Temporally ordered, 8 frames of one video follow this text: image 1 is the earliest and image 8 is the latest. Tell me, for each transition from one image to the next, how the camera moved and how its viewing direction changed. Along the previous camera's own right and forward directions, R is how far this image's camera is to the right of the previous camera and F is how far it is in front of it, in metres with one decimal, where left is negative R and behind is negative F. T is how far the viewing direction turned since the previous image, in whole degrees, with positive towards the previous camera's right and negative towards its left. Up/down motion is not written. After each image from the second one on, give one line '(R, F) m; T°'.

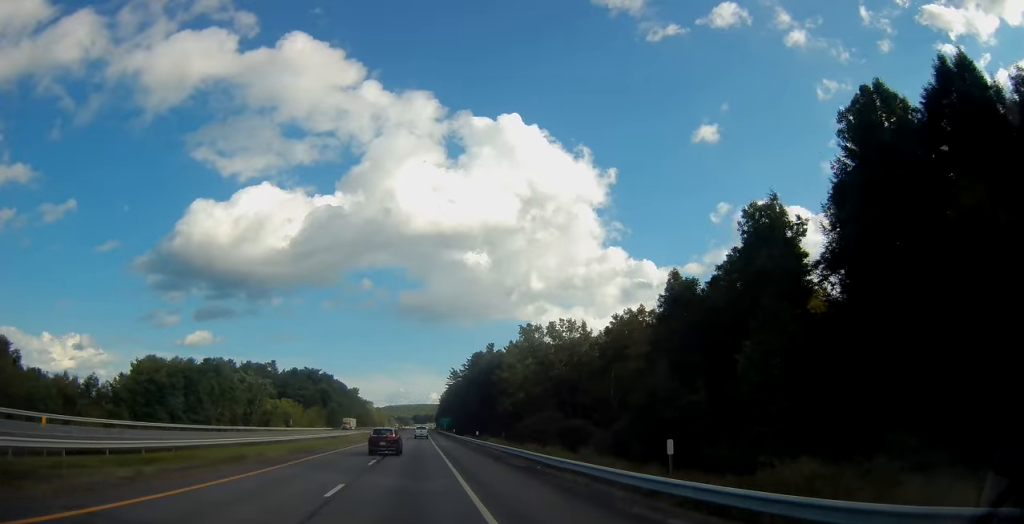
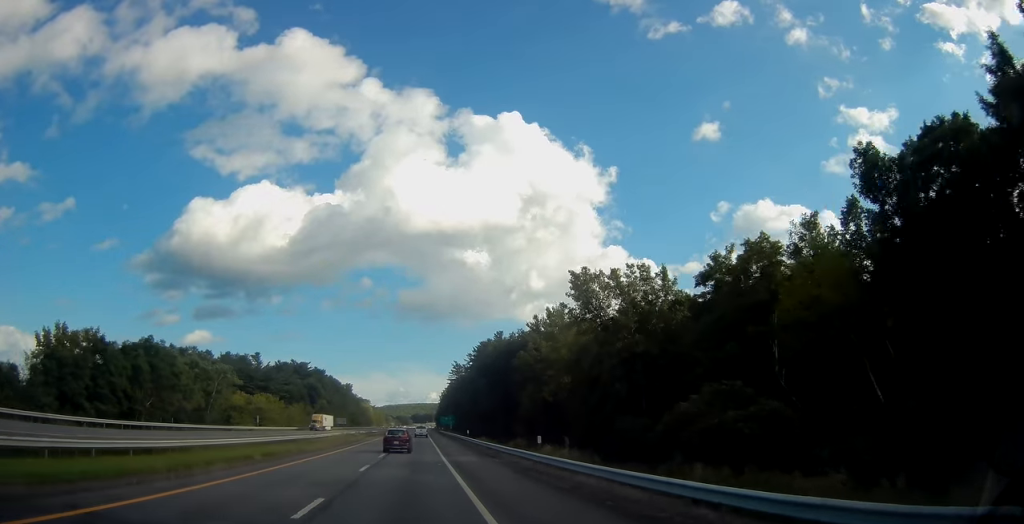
(0.0, +27.9) m; 0°
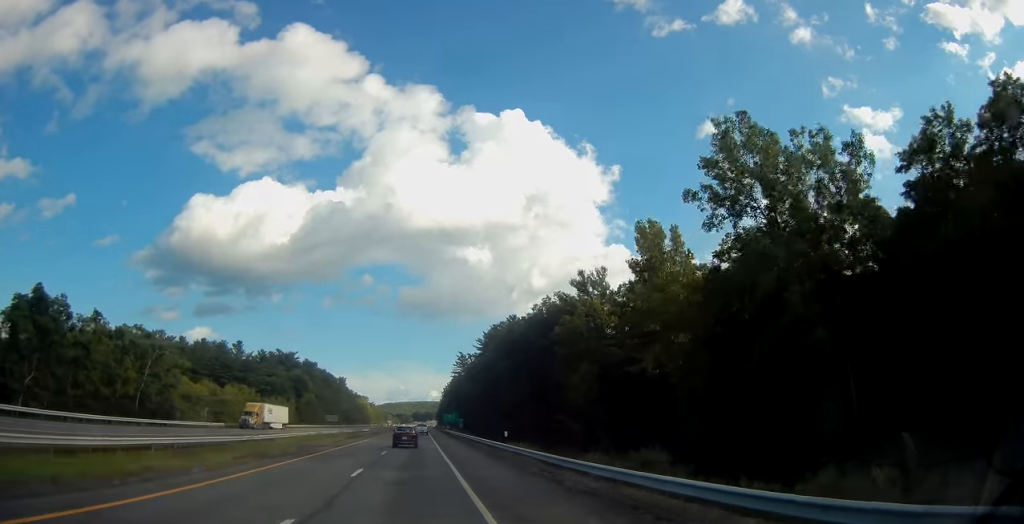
(-0.1, +28.0) m; 0°
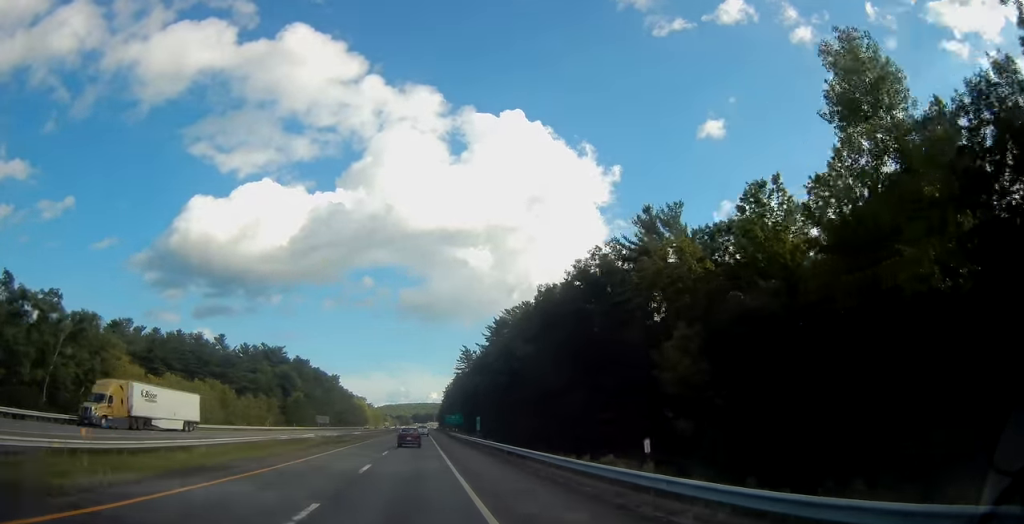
(-0.2, +22.2) m; 0°
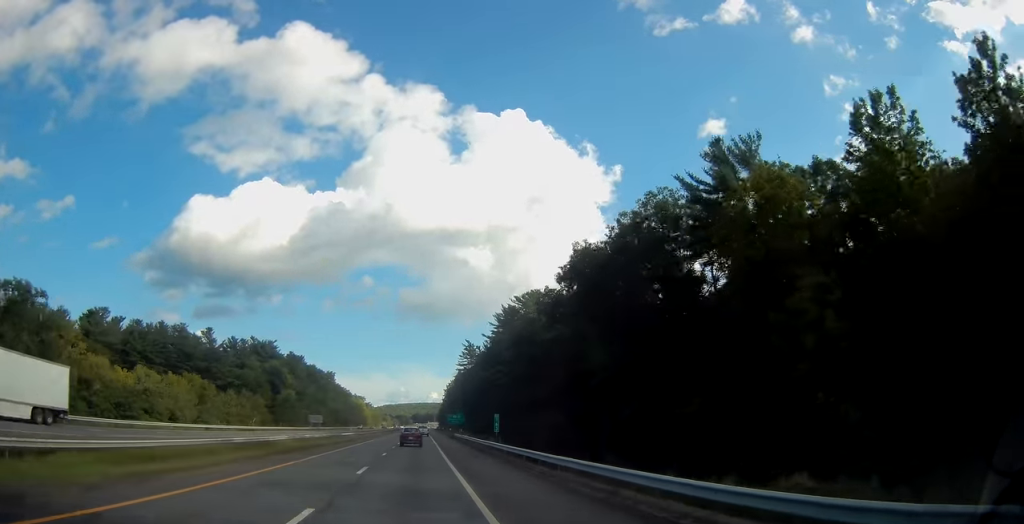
(+0.1, +13.5) m; 0°
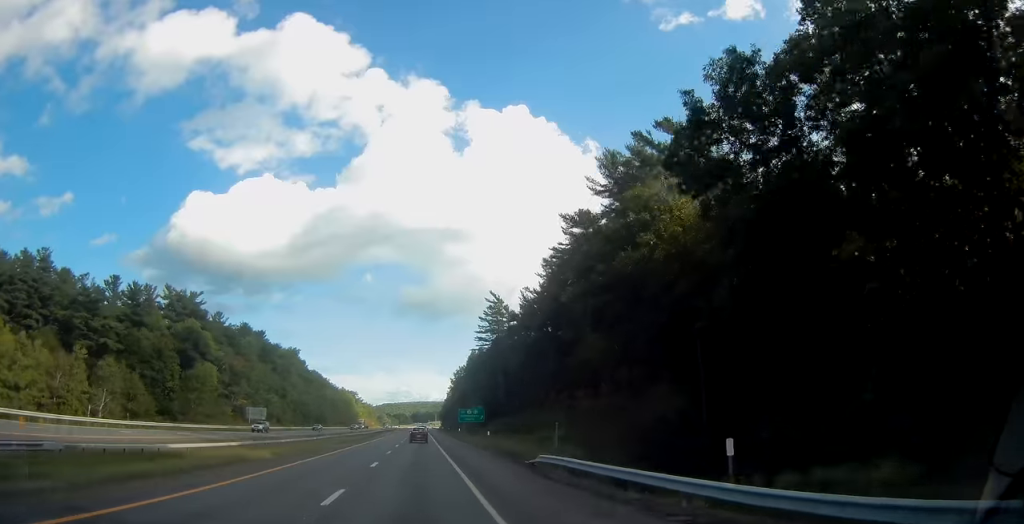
(+0.3, +69.4) m; 0°
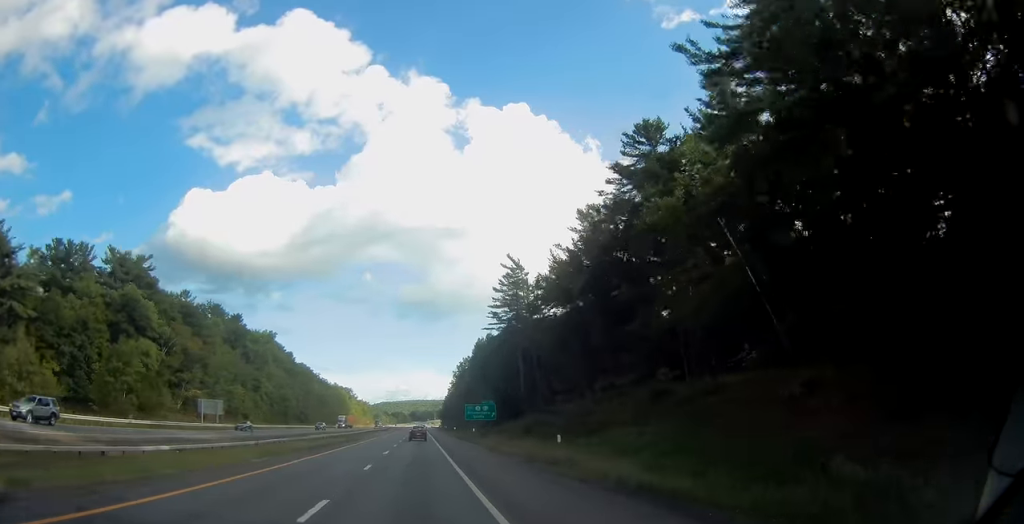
(+0.1, +27.2) m; 0°
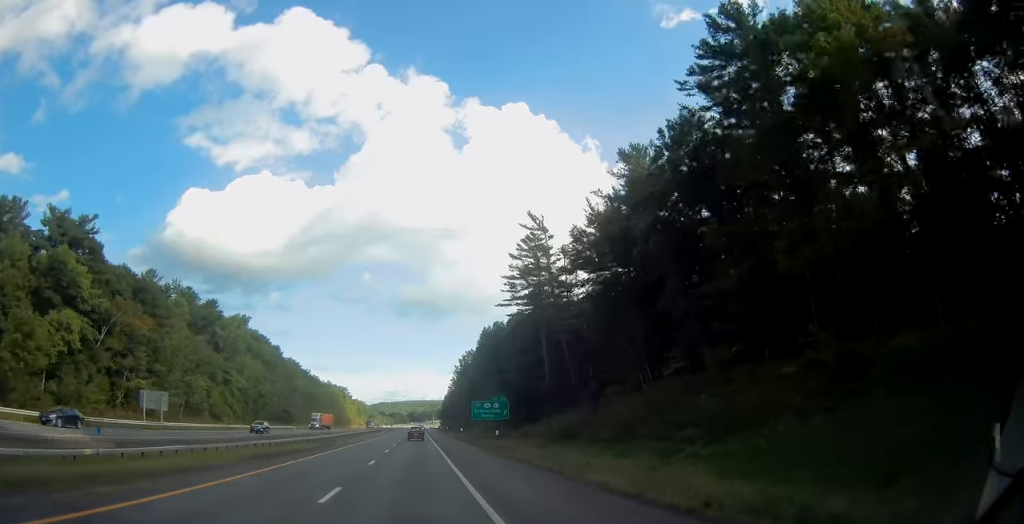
(0.0, +21.4) m; 0°
